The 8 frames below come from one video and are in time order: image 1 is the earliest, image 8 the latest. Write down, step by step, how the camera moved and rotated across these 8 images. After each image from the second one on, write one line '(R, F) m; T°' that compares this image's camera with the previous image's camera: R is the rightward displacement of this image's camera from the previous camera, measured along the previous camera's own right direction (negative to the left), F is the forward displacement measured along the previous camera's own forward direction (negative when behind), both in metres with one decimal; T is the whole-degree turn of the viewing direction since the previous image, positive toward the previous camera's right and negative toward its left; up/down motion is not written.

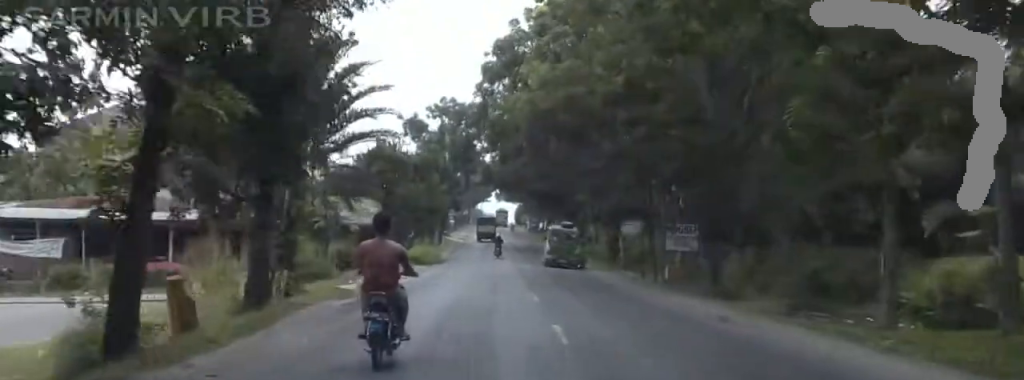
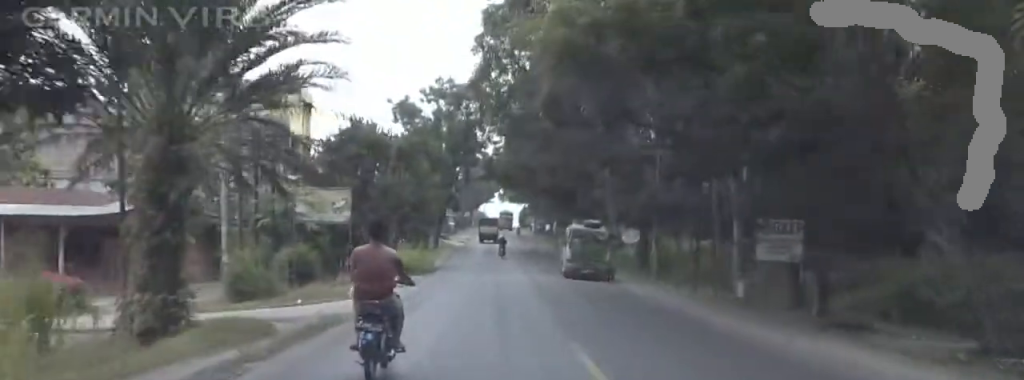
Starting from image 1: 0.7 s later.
(0.0, +10.5) m; 0°
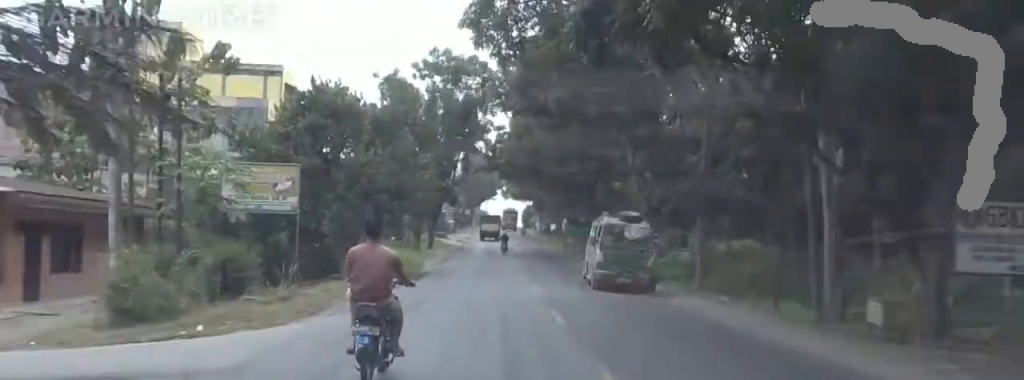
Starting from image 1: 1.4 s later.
(0.0, +9.4) m; 0°
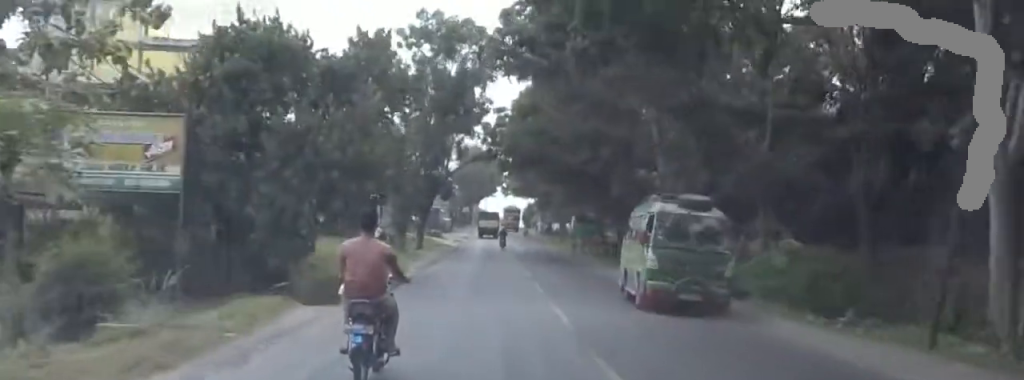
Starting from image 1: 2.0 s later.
(0.0, +8.7) m; 0°
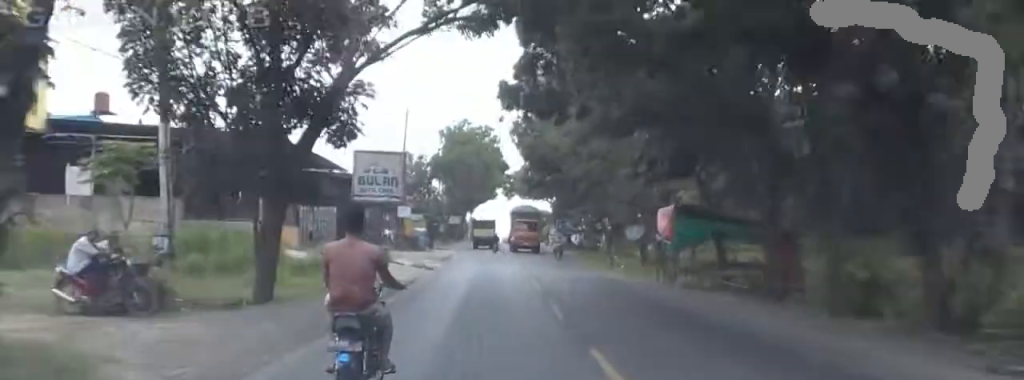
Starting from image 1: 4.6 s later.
(0.0, +38.8) m; 0°
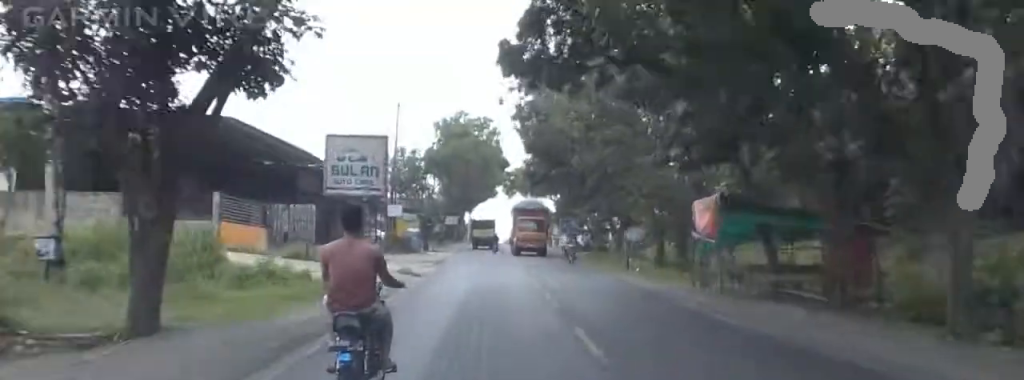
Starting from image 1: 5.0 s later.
(0.0, +6.5) m; -1°
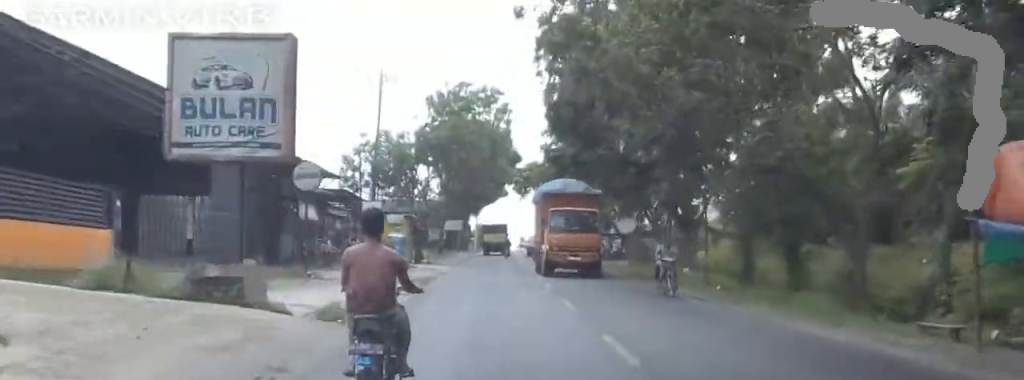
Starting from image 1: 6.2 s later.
(-0.5, +17.1) m; -4°
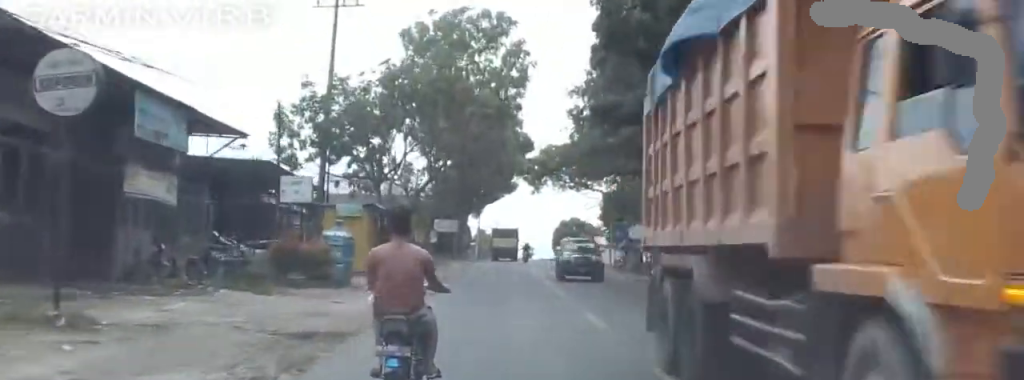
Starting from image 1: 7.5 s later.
(-0.5, +19.2) m; +1°
